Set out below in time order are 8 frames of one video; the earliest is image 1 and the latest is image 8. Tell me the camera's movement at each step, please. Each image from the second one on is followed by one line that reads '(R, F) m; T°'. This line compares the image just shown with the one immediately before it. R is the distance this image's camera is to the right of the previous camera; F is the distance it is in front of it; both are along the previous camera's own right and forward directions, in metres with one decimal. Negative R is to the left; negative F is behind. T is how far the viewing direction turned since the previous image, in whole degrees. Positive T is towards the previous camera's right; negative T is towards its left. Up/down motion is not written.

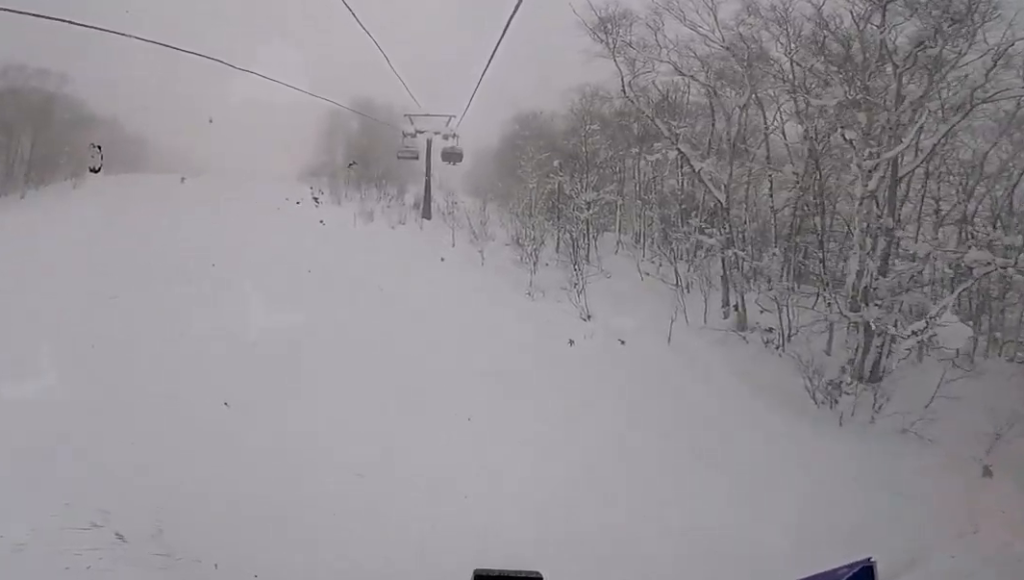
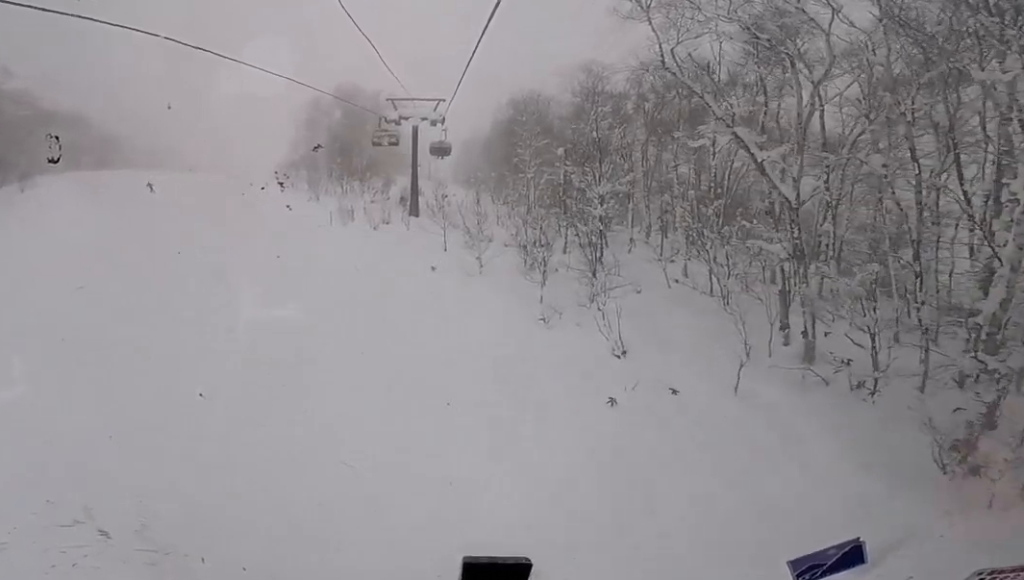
(+0.7, +4.5) m; -5°
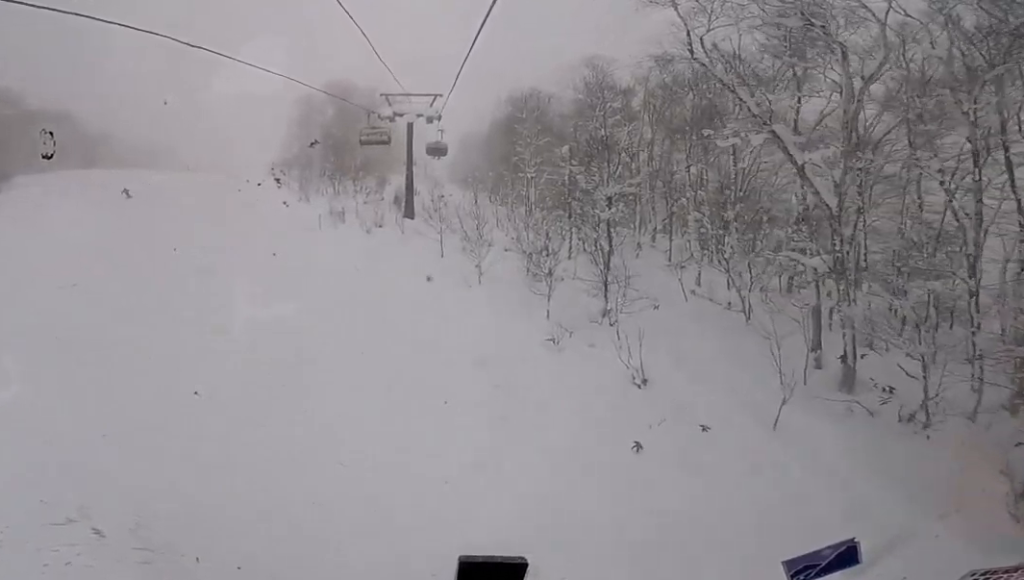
(-0.5, +1.9) m; -4°
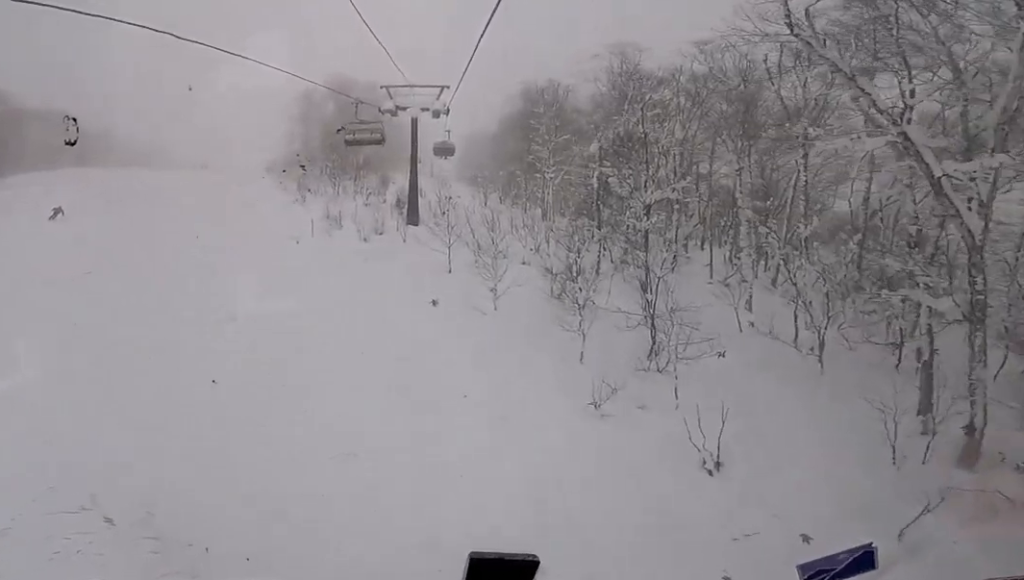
(-0.2, +3.8) m; -4°
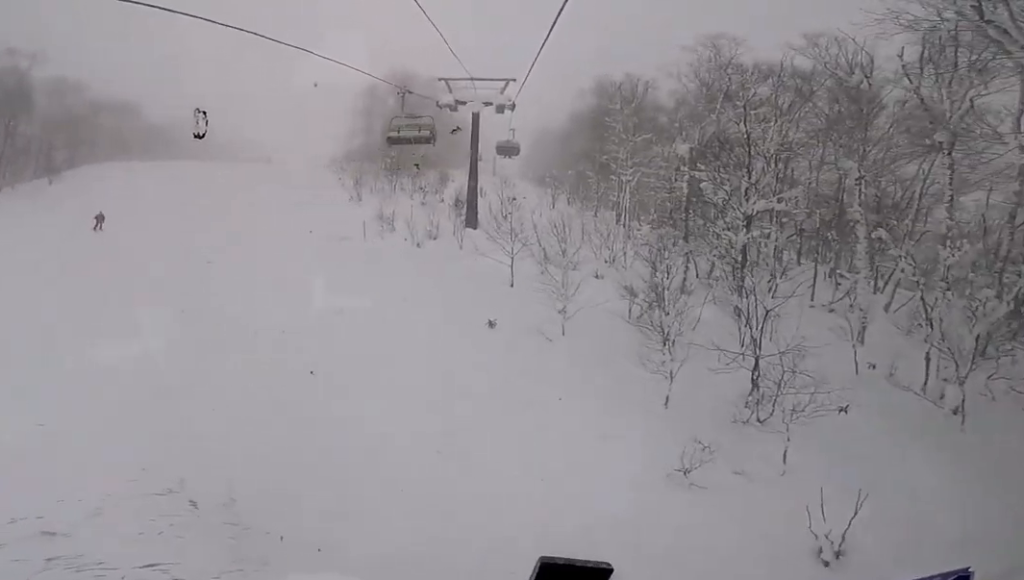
(+0.3, +2.3) m; -1°
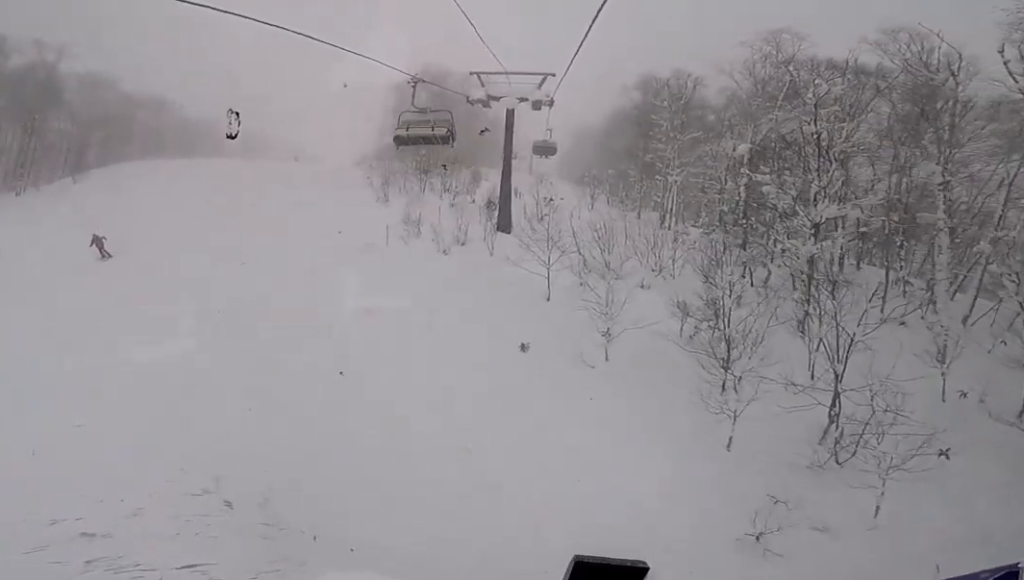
(-0.3, +2.0) m; -5°
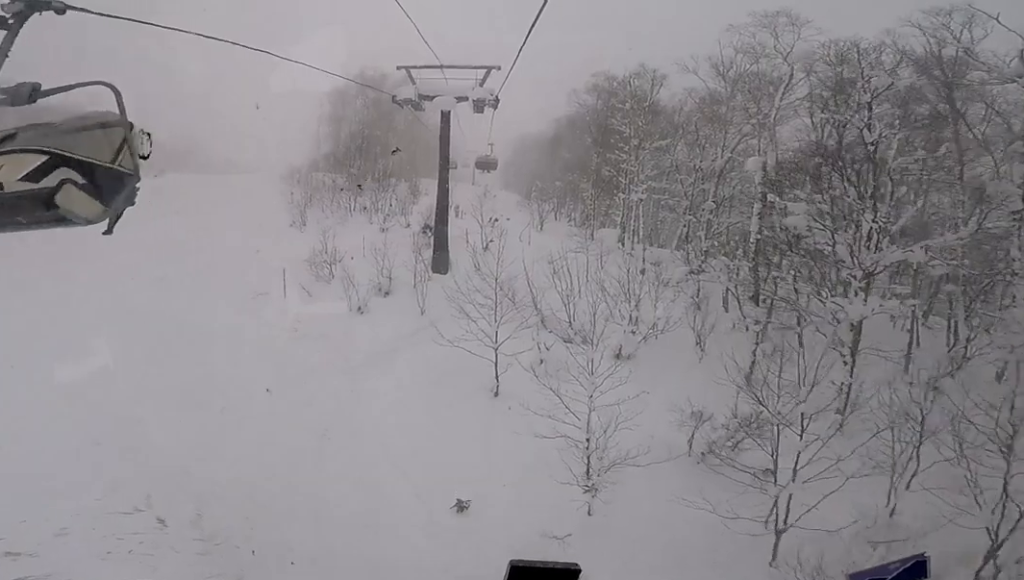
(-0.6, +6.6) m; -3°
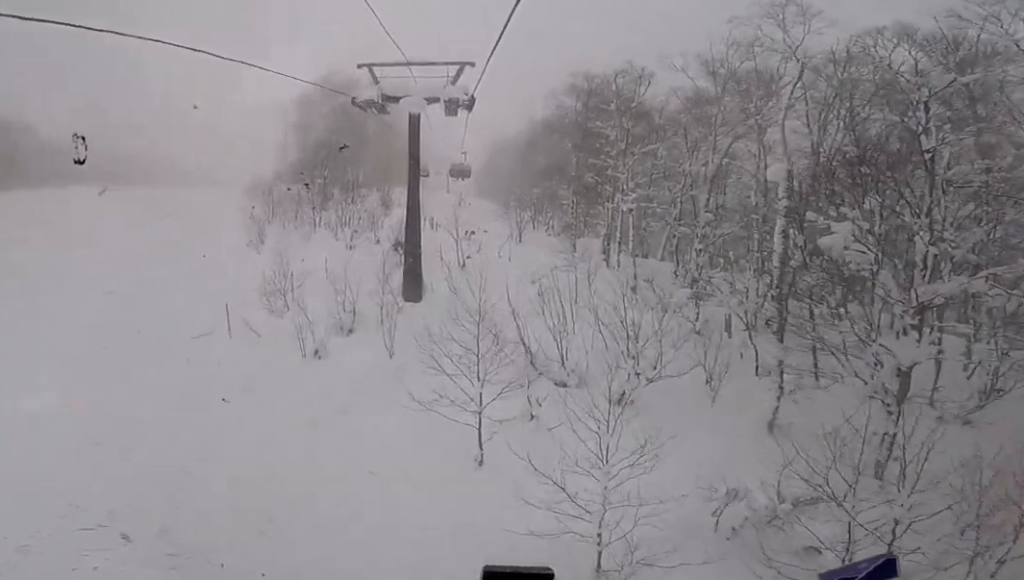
(0.0, +2.8) m; +7°
